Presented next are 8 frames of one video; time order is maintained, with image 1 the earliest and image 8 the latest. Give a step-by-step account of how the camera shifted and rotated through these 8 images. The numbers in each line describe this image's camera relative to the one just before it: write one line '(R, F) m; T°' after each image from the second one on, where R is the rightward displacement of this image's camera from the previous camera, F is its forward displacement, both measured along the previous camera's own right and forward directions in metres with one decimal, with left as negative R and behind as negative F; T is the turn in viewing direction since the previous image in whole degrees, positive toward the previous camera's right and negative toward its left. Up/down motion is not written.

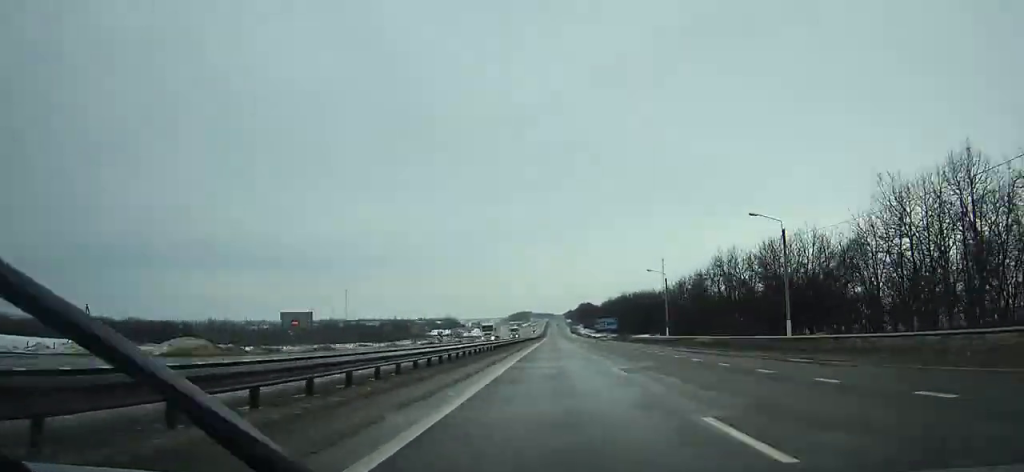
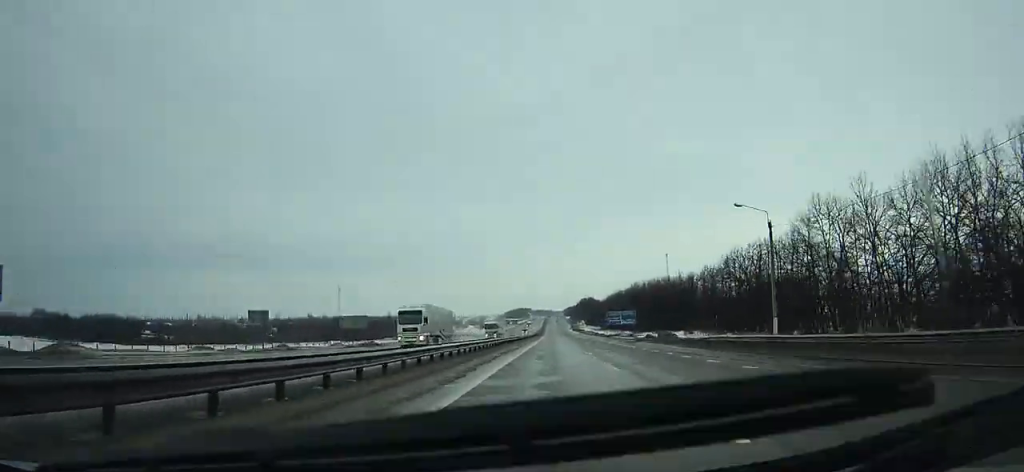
(+0.2, +35.8) m; 0°
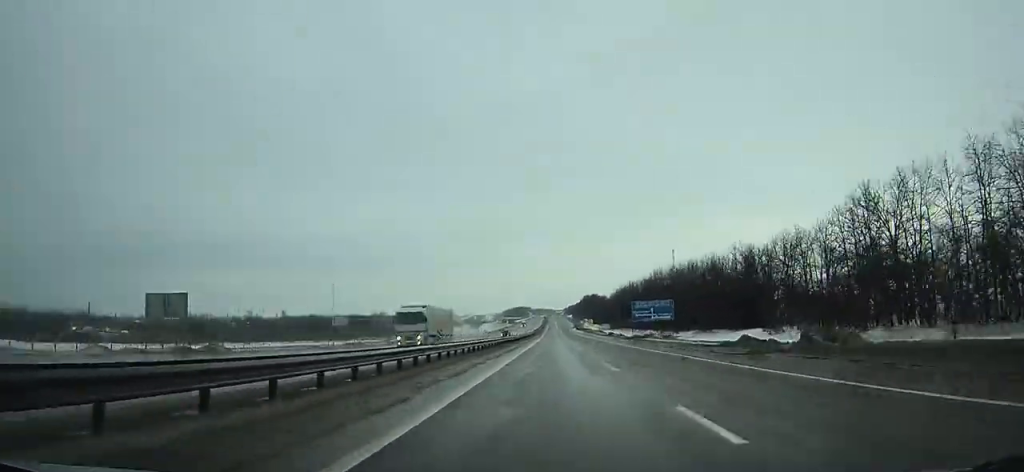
(0.0, +35.9) m; 0°
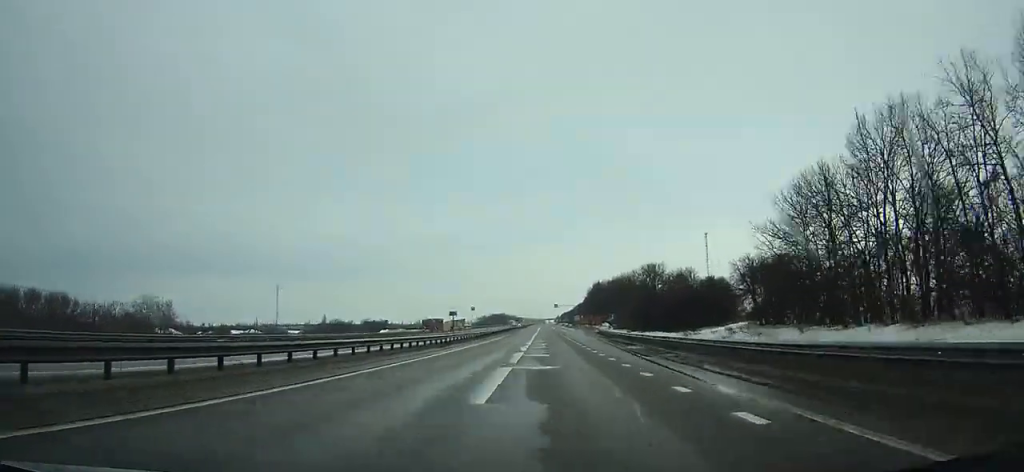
(+1.3, +198.1) m; 0°
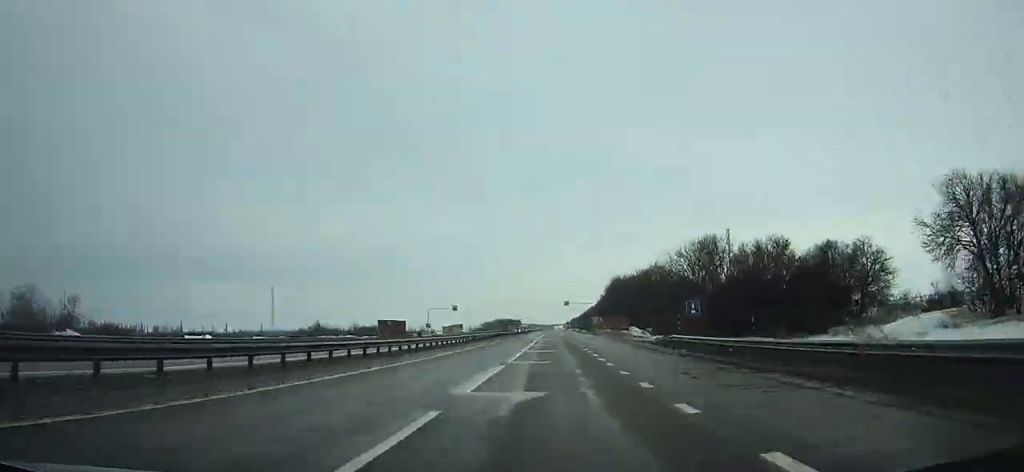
(-0.1, +45.8) m; 0°
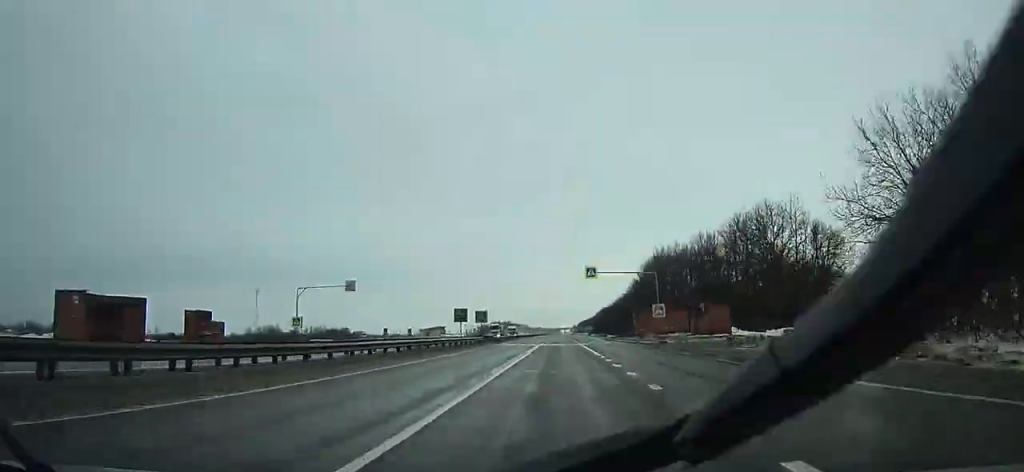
(-0.5, +71.5) m; 0°
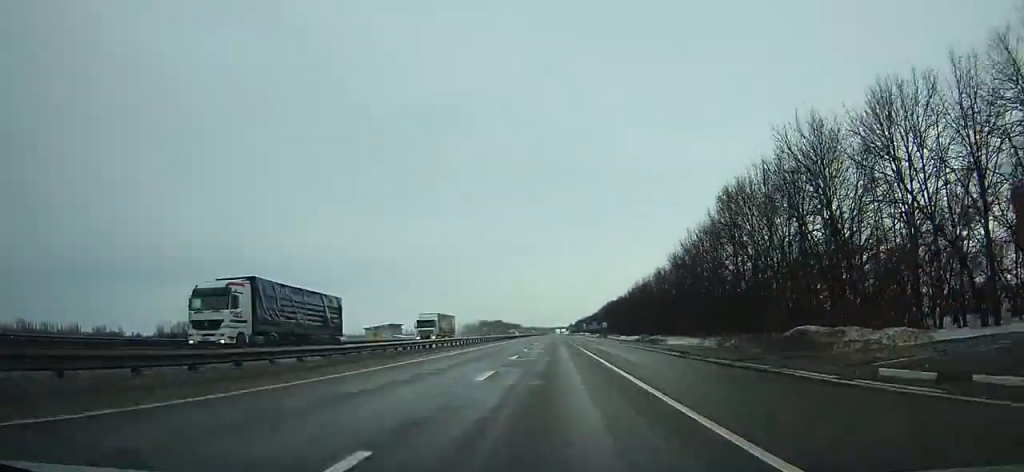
(-0.1, +67.9) m; 0°
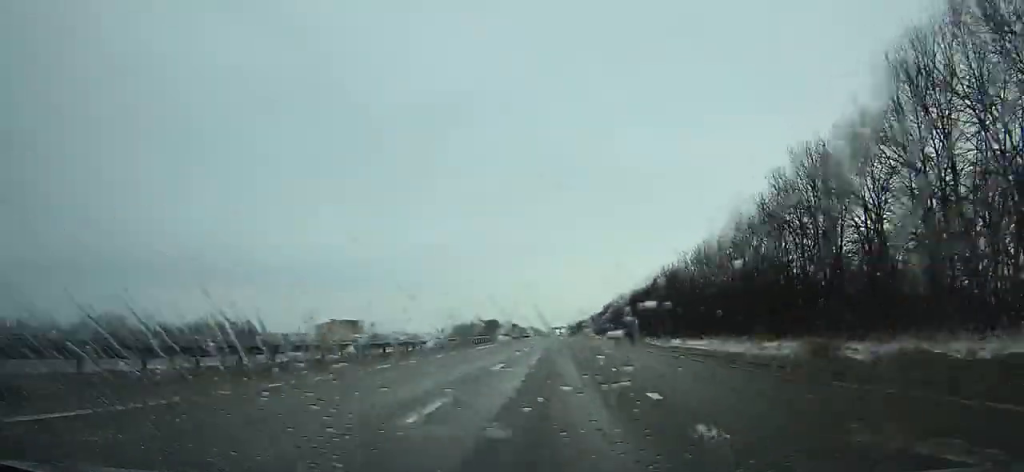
(0.0, +44.1) m; 0°
